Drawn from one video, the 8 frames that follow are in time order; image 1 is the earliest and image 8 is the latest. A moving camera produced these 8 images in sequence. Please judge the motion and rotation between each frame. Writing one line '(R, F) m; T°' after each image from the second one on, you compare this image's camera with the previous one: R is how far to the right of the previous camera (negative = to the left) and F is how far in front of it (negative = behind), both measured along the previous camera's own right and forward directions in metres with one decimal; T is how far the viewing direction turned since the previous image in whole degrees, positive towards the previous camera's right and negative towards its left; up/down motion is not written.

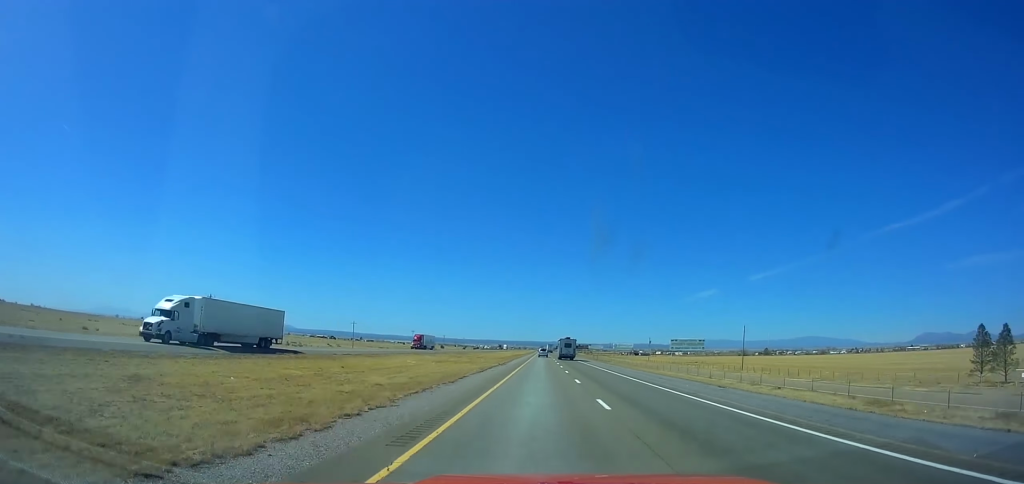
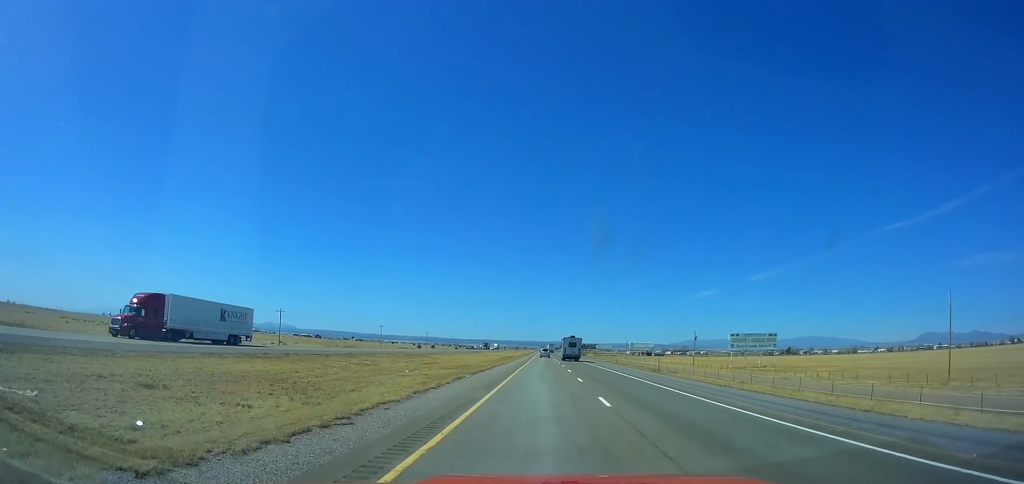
(+0.2, +60.7) m; 0°
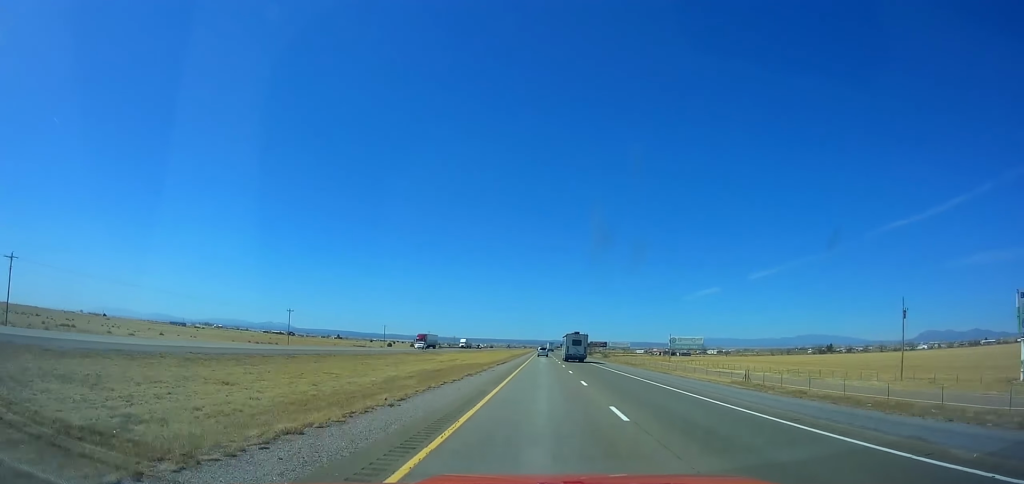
(-0.6, +89.1) m; 0°
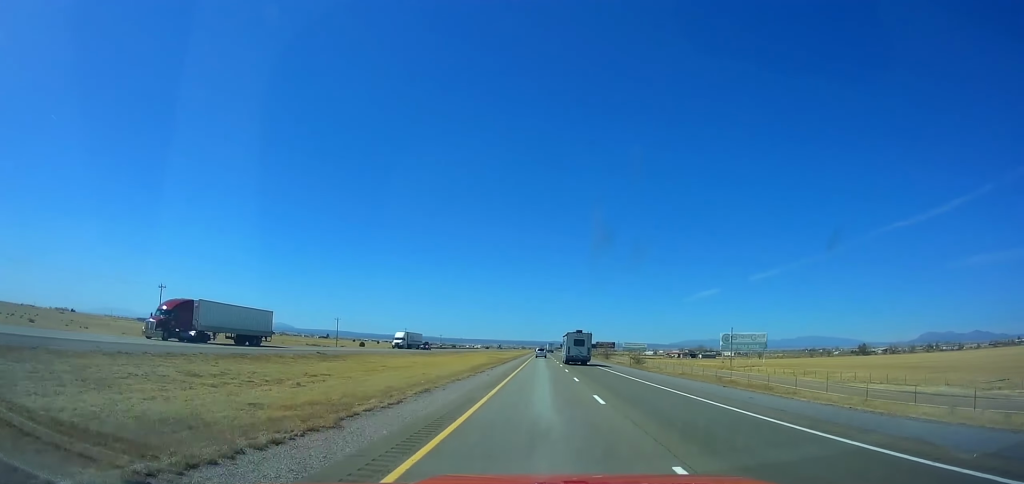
(-0.1, +57.0) m; 0°
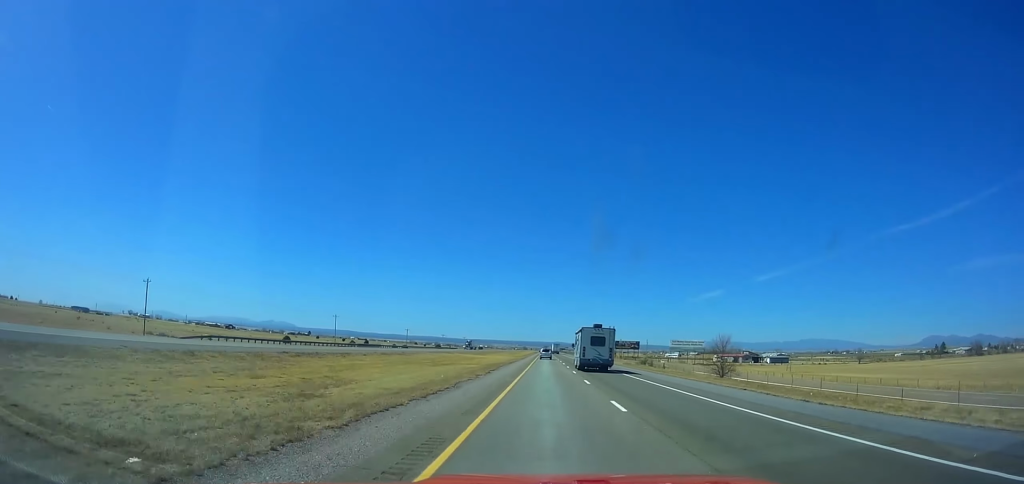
(+0.7, +99.8) m; 0°
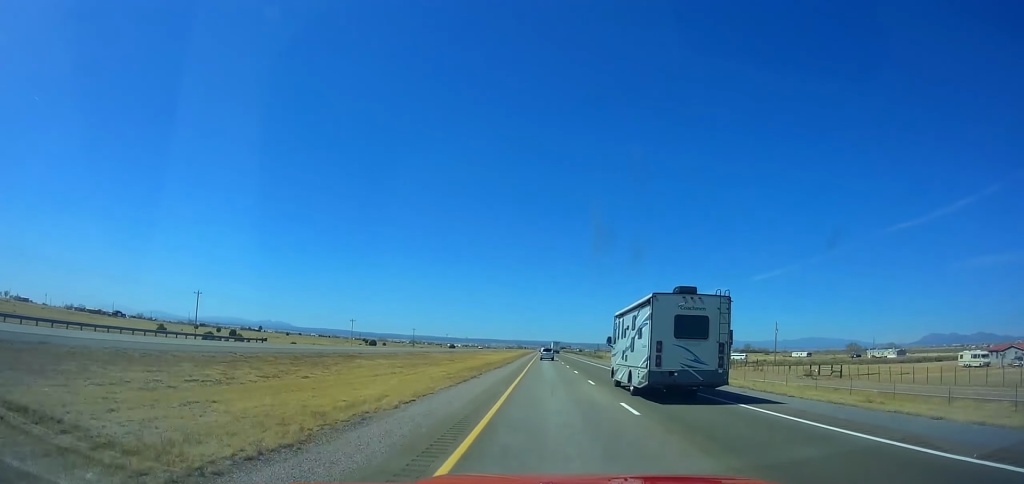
(0.0, +171.1) m; 0°
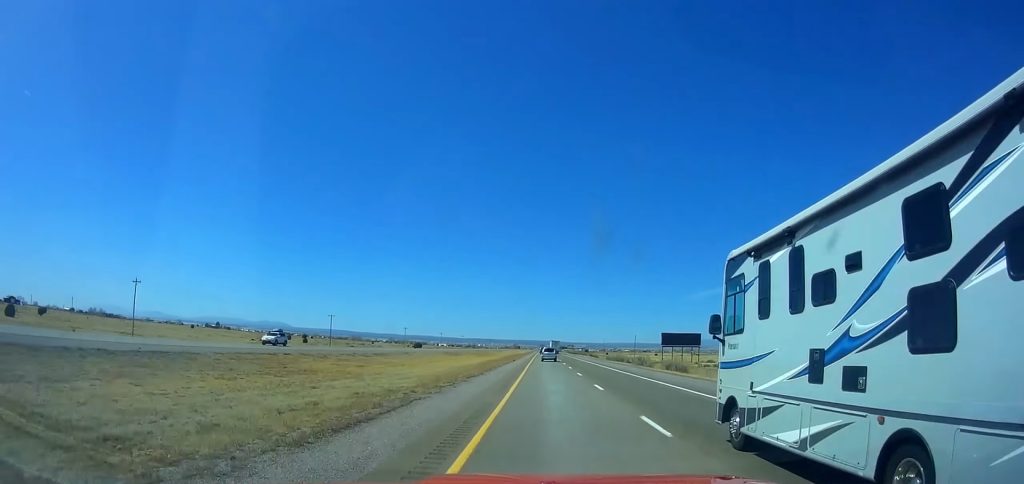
(-0.8, +113.9) m; 0°
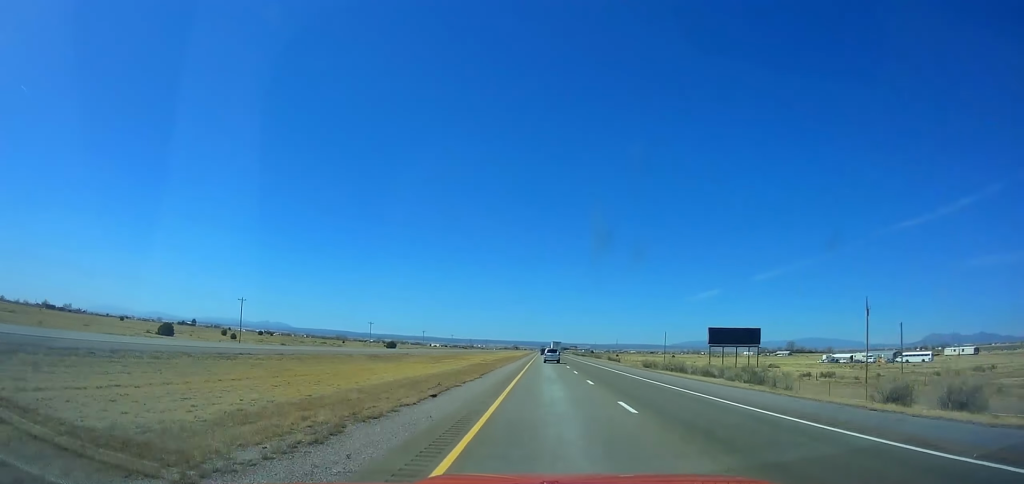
(+0.2, +56.7) m; 0°
